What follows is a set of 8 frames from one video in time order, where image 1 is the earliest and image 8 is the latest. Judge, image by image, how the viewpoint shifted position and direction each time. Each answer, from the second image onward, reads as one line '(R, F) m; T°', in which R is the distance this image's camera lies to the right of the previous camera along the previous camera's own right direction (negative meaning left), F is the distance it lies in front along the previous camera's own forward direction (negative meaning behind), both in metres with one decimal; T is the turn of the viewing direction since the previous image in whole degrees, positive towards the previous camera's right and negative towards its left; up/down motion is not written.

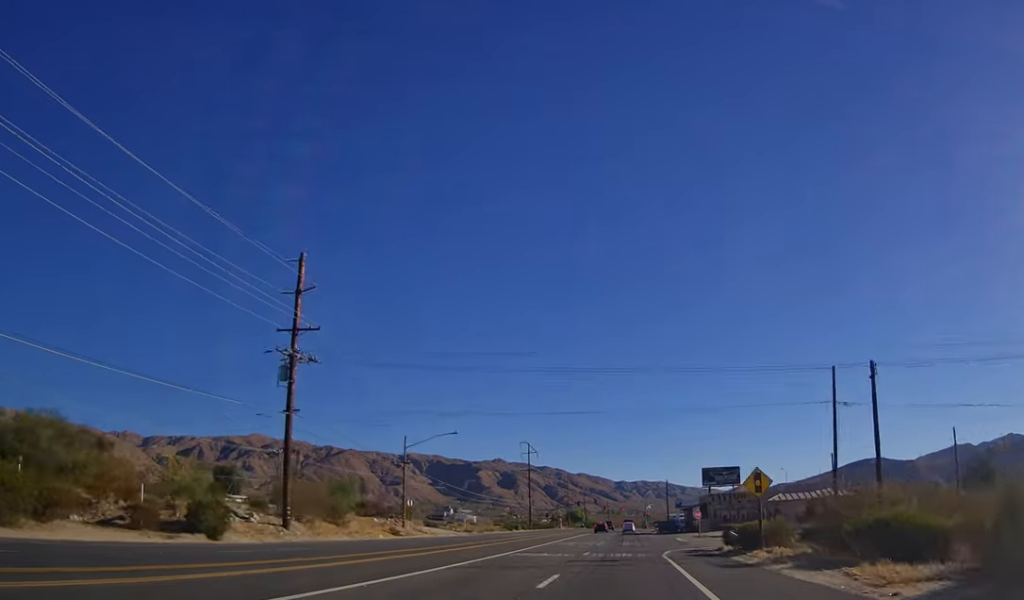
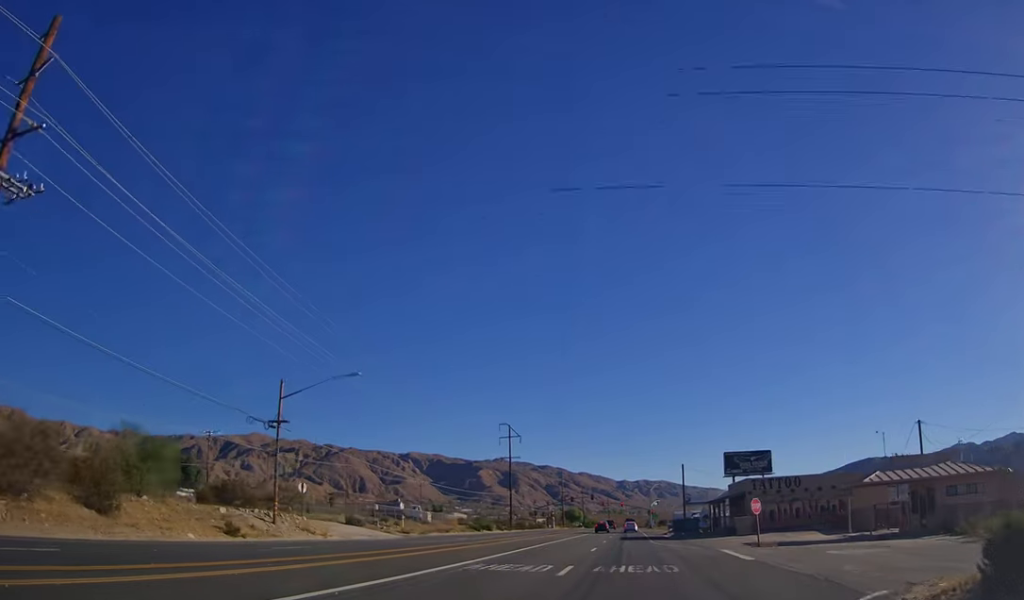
(+0.1, +27.1) m; 0°
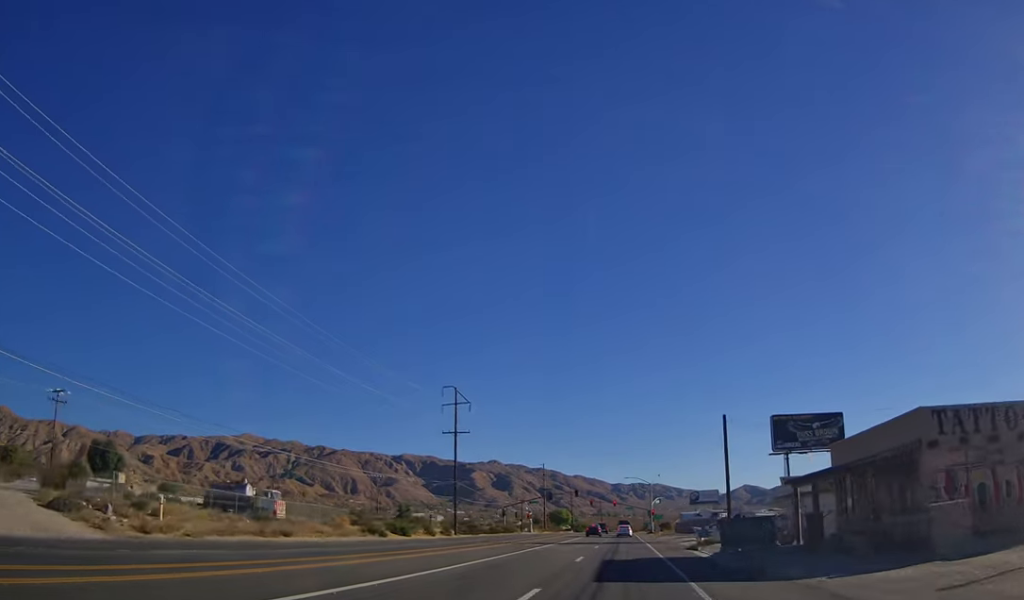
(-0.2, +38.4) m; 0°
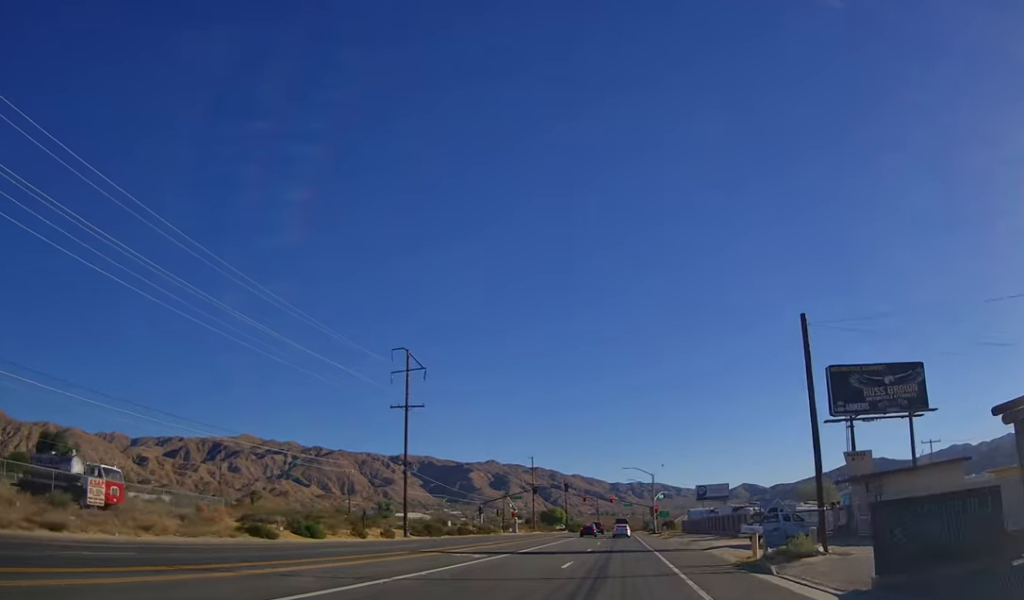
(+0.2, +20.6) m; 0°
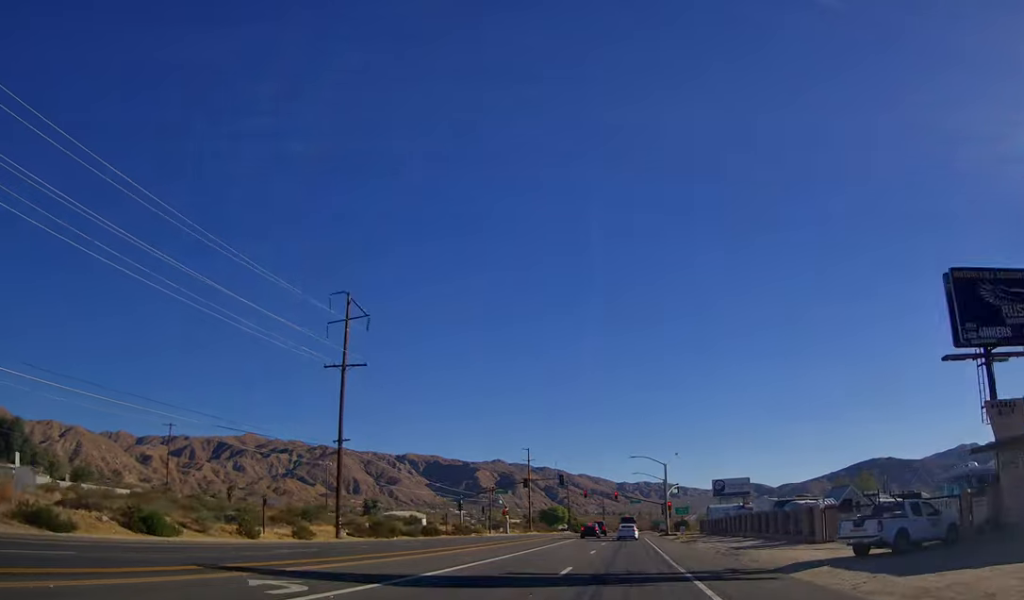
(-0.3, +18.2) m; -1°
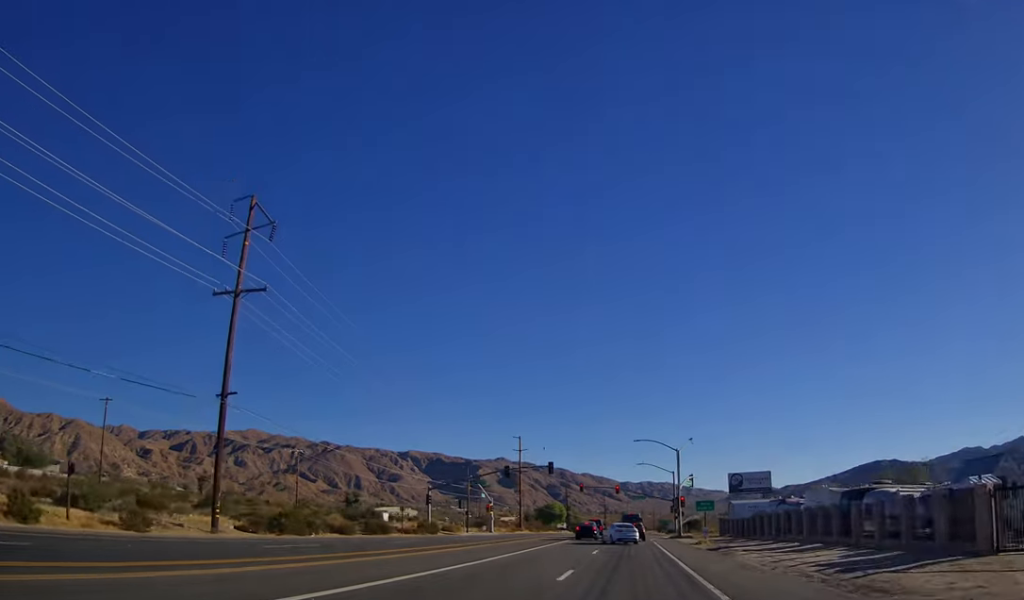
(-0.1, +16.8) m; 0°
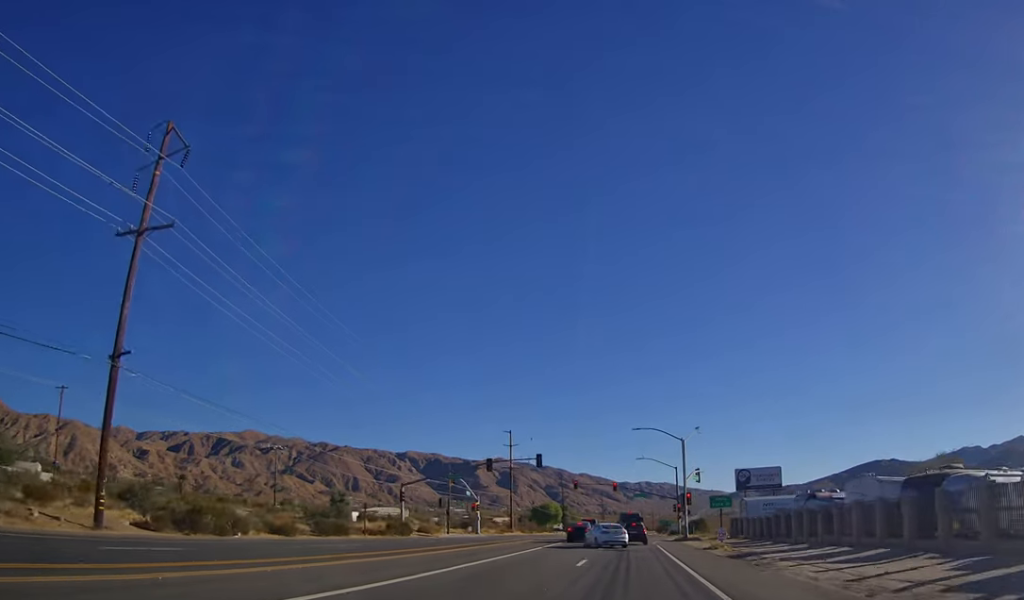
(-0.1, +9.0) m; 0°
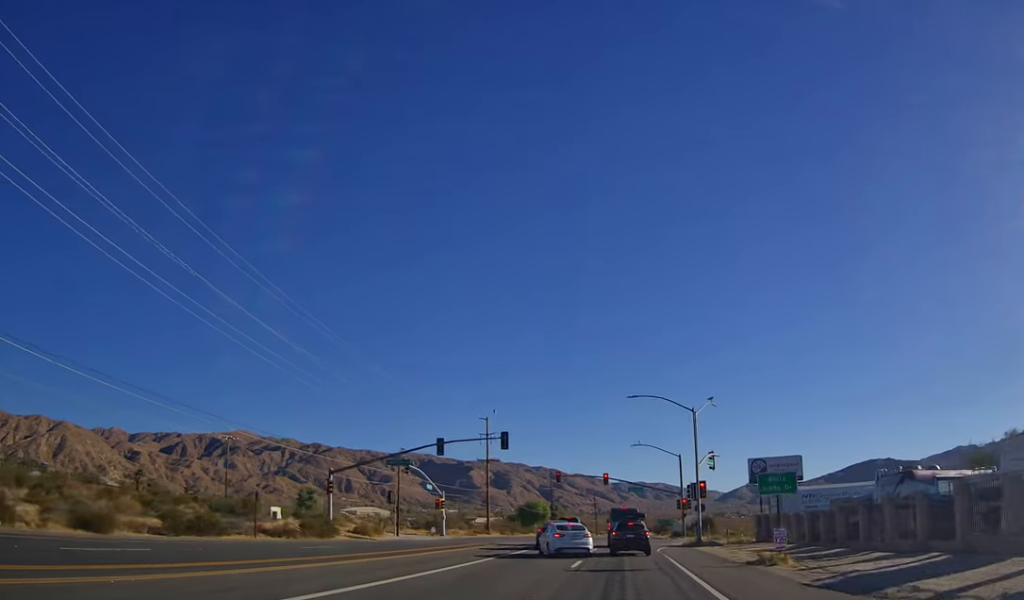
(+0.2, +14.4) m; +2°
